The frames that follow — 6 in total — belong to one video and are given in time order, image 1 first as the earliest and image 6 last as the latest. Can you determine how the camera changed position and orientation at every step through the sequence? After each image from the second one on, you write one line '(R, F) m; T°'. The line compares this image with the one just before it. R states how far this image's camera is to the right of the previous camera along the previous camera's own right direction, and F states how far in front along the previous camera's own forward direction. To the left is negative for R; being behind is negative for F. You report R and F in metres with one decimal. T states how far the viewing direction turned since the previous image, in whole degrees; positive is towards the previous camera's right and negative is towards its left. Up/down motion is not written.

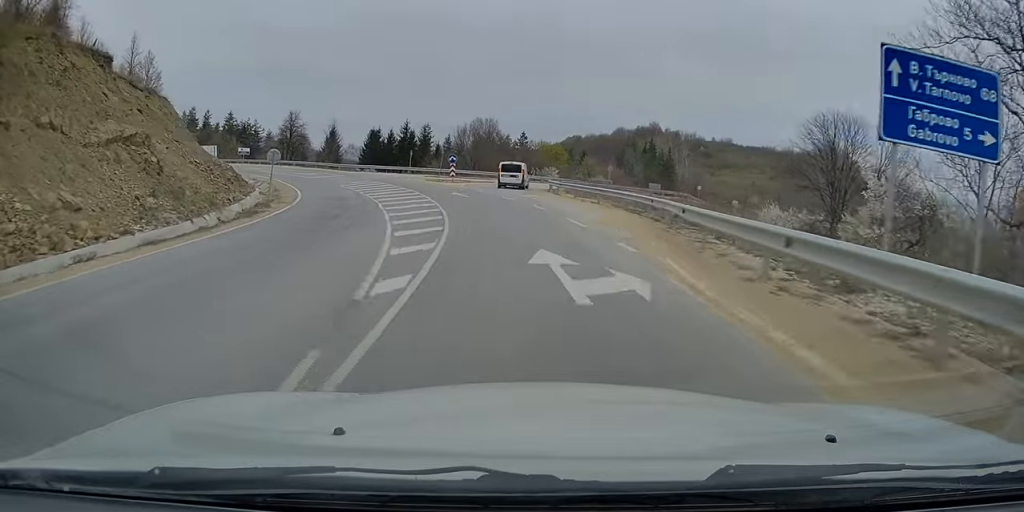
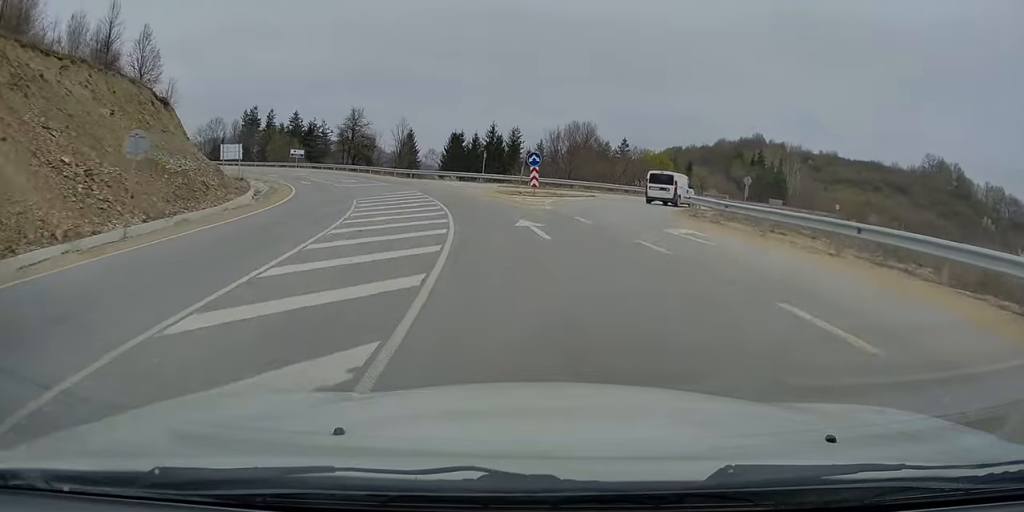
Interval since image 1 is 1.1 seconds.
(-1.3, +17.9) m; -7°
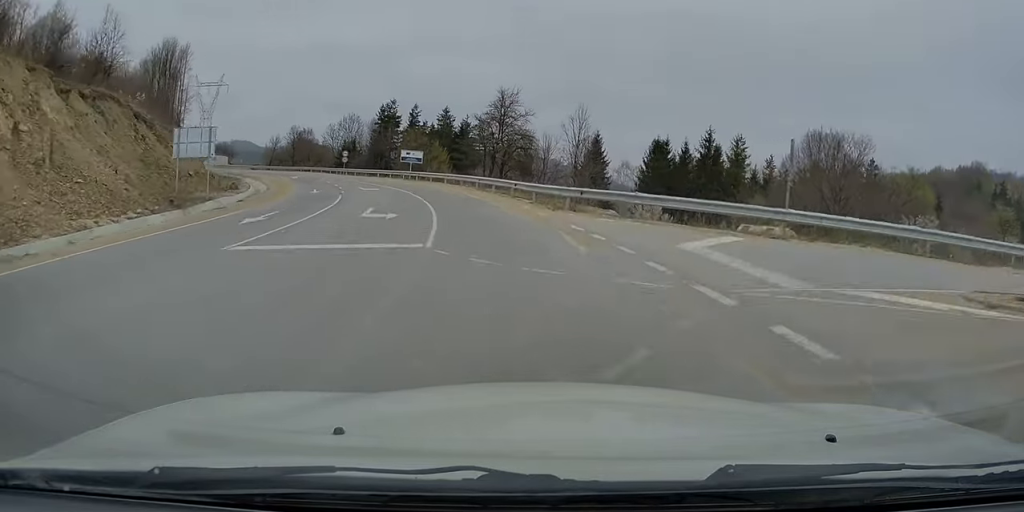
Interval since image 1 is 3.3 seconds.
(-5.7, +37.4) m; -19°
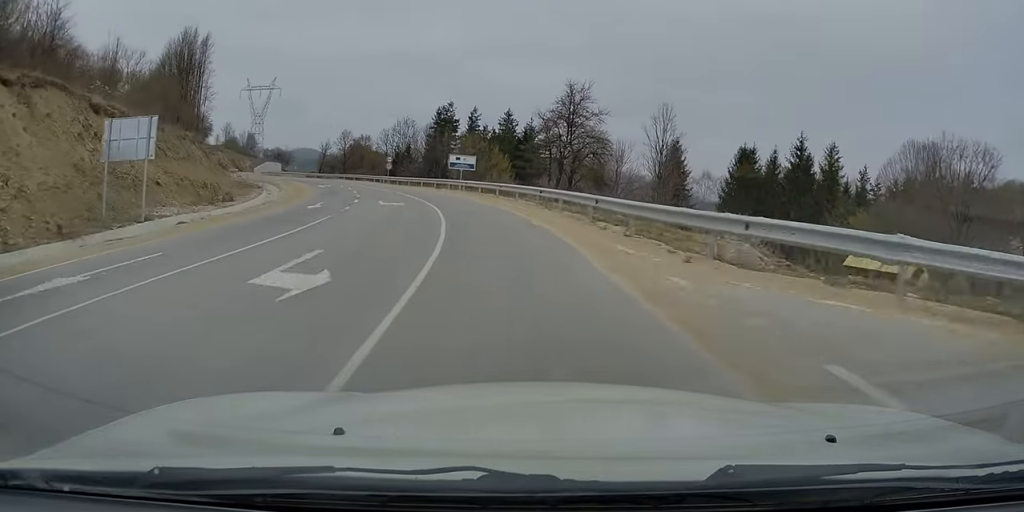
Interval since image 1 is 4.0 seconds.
(-0.5, +11.3) m; -6°
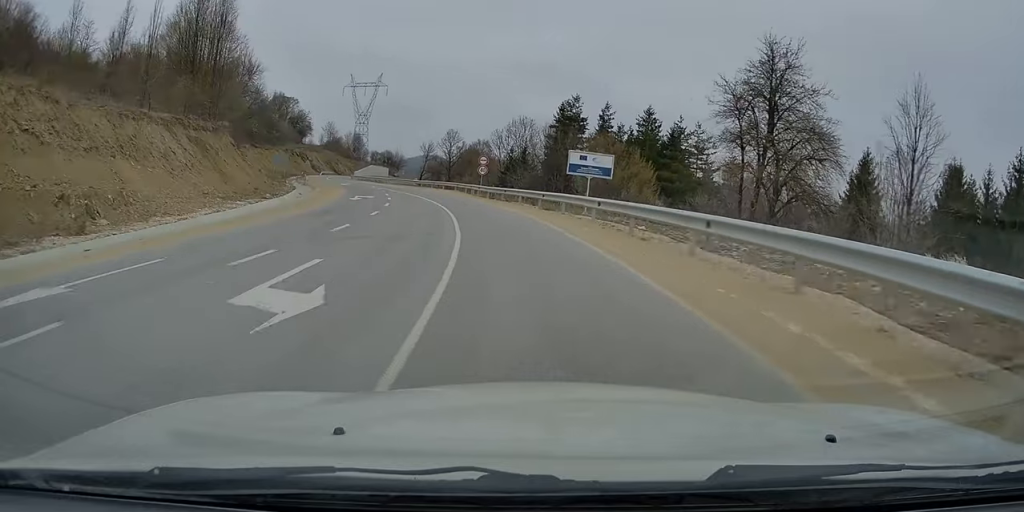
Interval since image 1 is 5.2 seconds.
(-2.5, +23.1) m; -12°
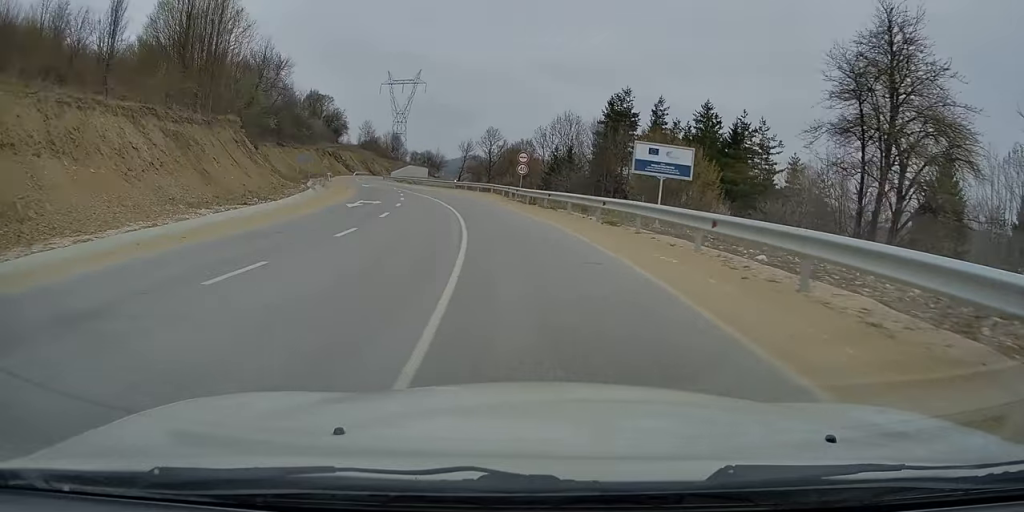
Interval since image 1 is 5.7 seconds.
(-0.2, +8.1) m; -4°
